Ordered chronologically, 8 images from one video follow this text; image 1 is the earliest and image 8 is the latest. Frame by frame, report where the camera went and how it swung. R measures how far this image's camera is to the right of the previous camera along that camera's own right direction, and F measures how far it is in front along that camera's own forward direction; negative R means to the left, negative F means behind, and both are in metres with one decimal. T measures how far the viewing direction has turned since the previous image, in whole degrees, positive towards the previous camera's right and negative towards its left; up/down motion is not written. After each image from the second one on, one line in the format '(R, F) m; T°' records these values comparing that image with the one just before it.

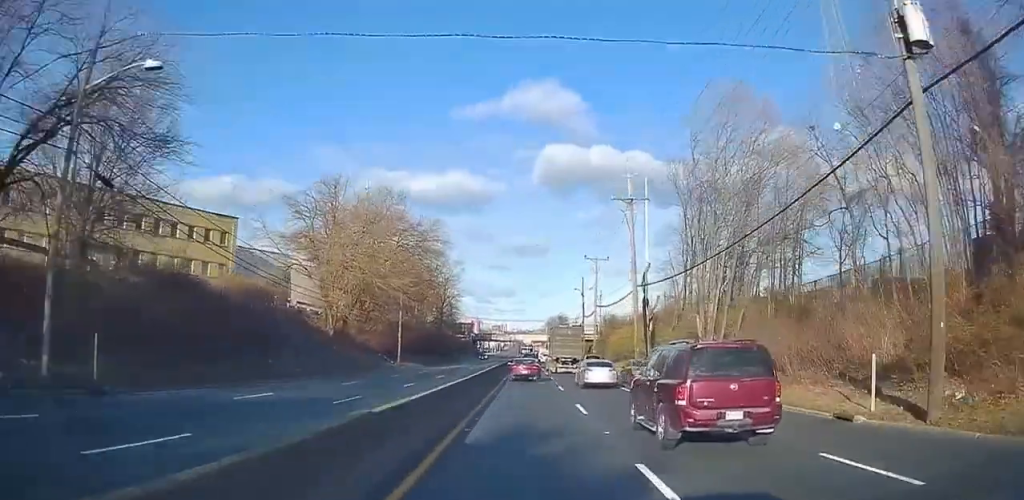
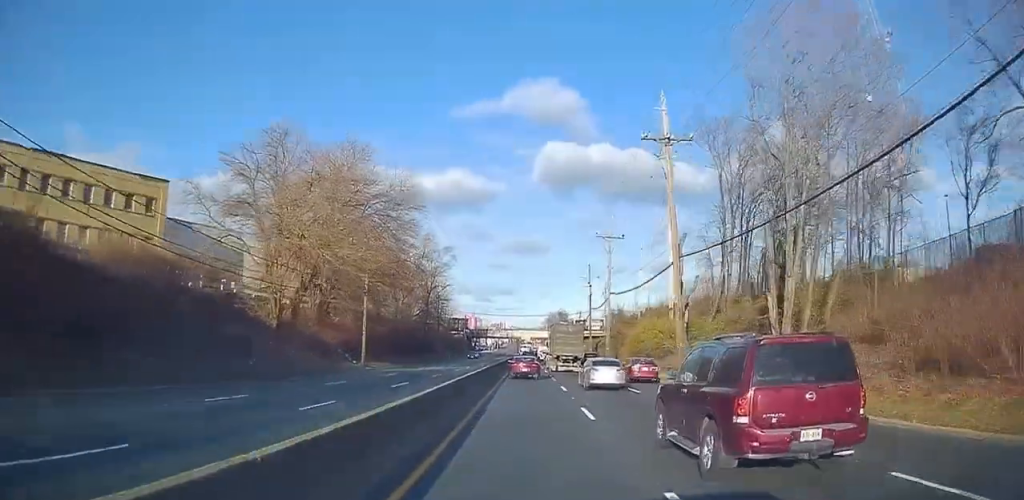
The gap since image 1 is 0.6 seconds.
(0.0, +14.2) m; 0°
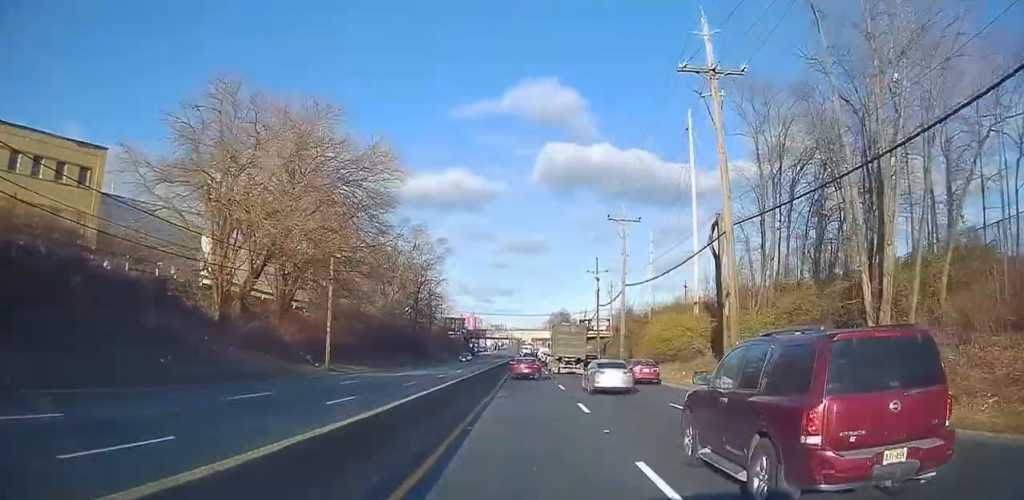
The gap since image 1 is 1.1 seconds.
(+0.1, +9.7) m; 0°
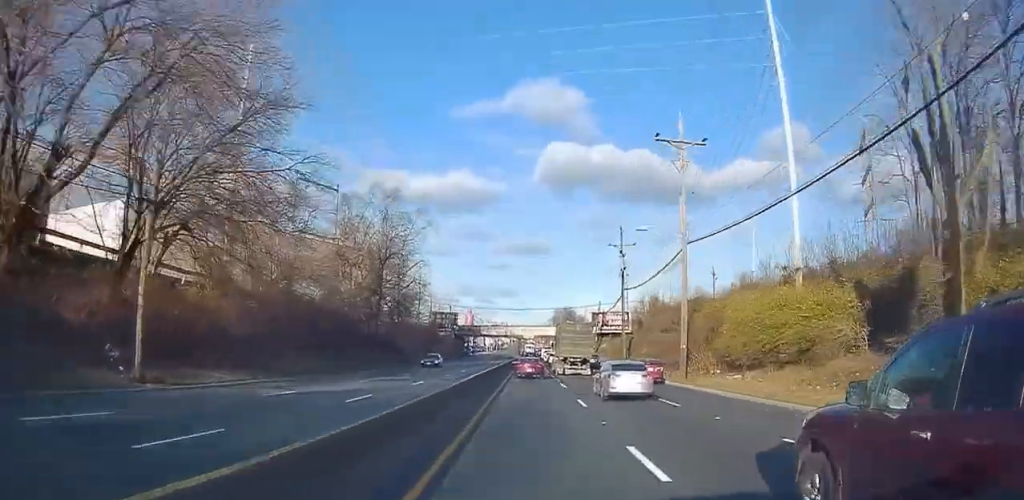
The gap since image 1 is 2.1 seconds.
(-0.2, +22.4) m; -1°
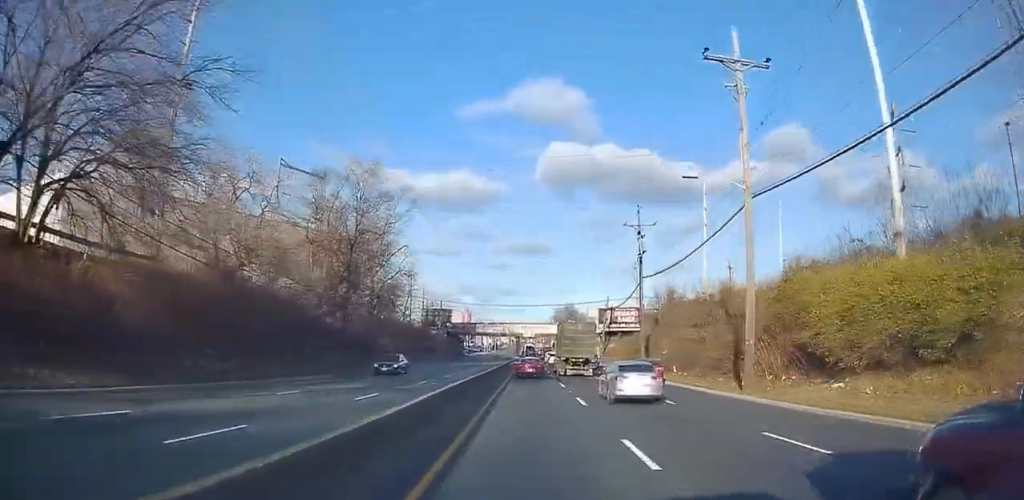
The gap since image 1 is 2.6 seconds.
(0.0, +11.2) m; 0°
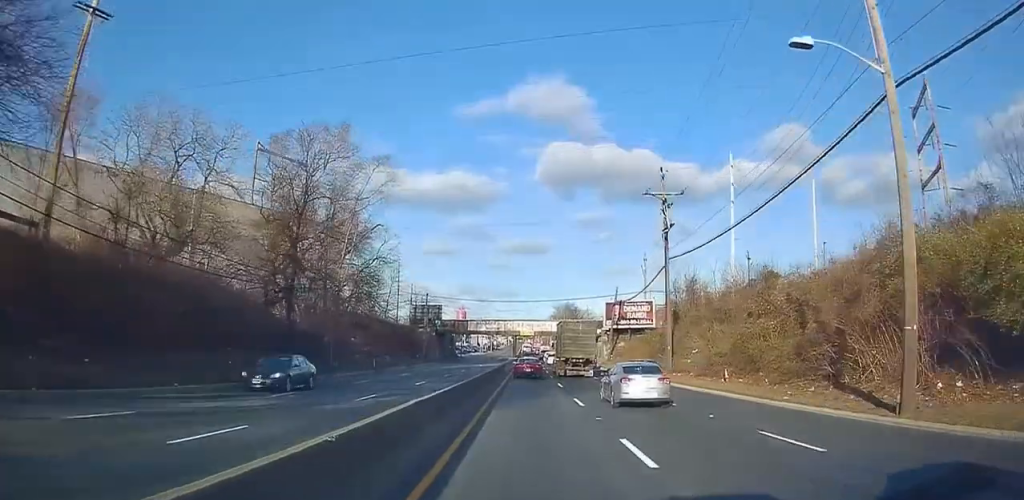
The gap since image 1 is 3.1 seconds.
(0.0, +11.9) m; 0°
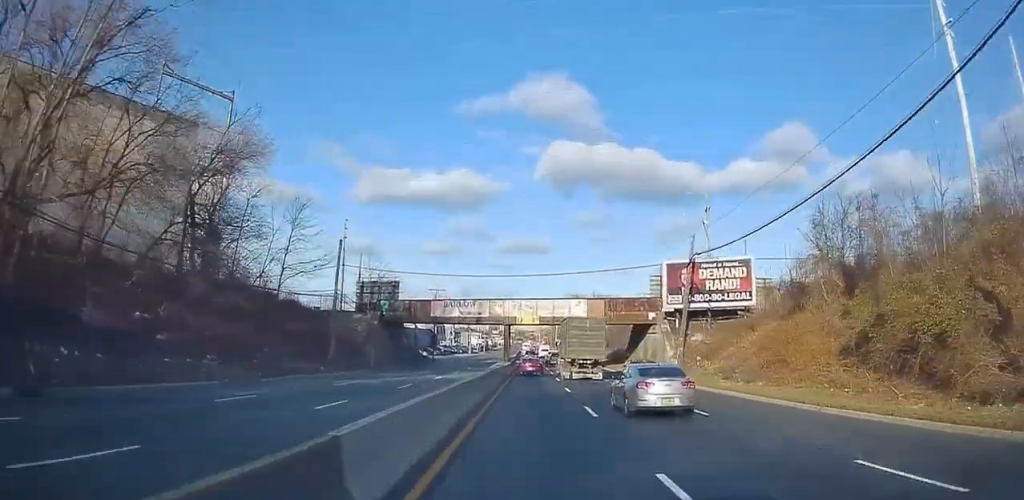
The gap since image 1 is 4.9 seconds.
(+0.3, +40.3) m; +1°
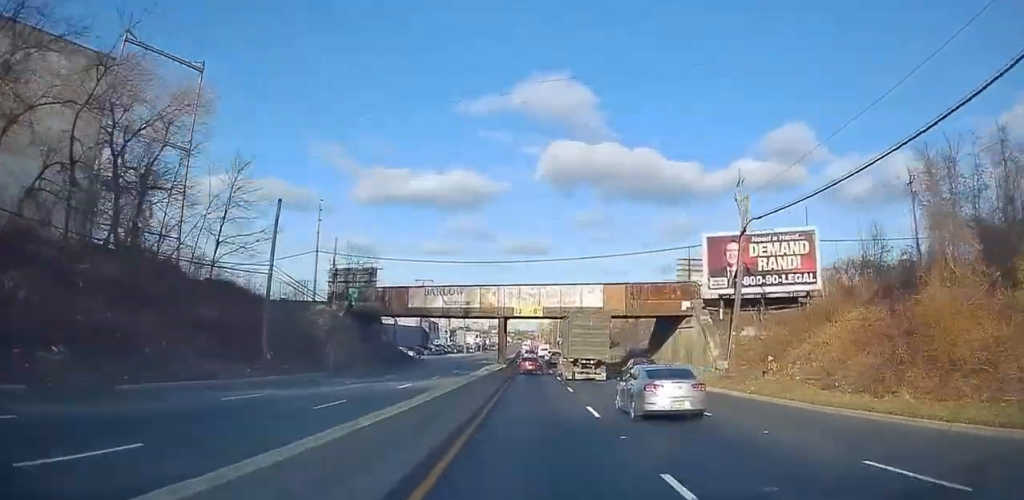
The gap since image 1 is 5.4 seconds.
(+0.1, +11.9) m; 0°
